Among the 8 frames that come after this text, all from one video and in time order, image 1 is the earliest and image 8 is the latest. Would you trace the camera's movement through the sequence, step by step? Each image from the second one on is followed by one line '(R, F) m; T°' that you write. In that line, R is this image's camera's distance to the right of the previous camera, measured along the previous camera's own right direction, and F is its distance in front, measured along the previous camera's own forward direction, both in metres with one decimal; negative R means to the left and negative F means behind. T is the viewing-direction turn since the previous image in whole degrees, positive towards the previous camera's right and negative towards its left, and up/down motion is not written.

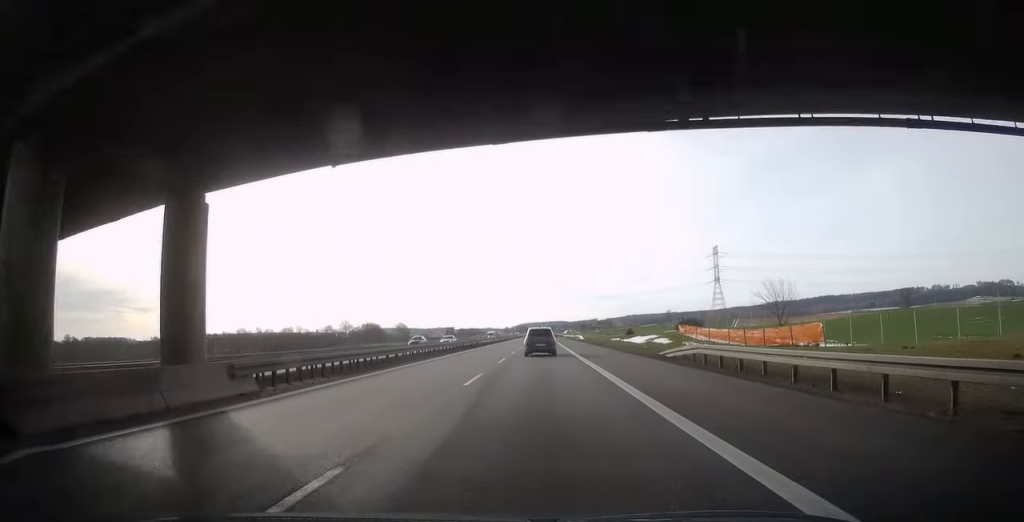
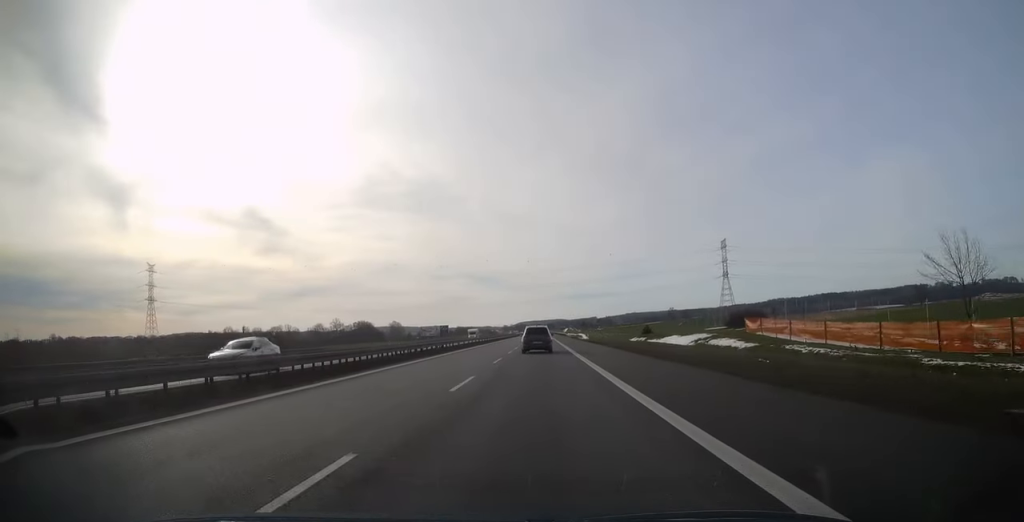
(+0.1, +25.8) m; 0°
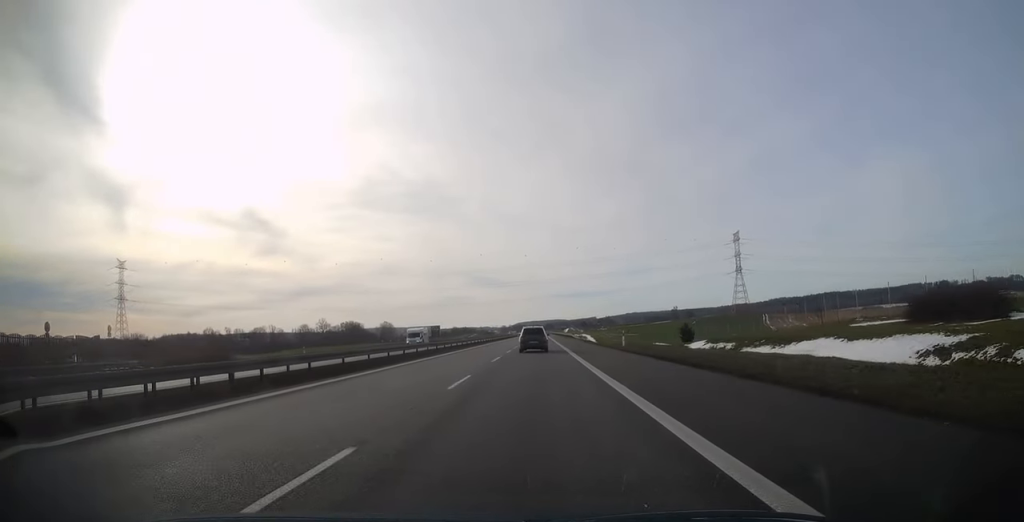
(+0.2, +35.1) m; 0°
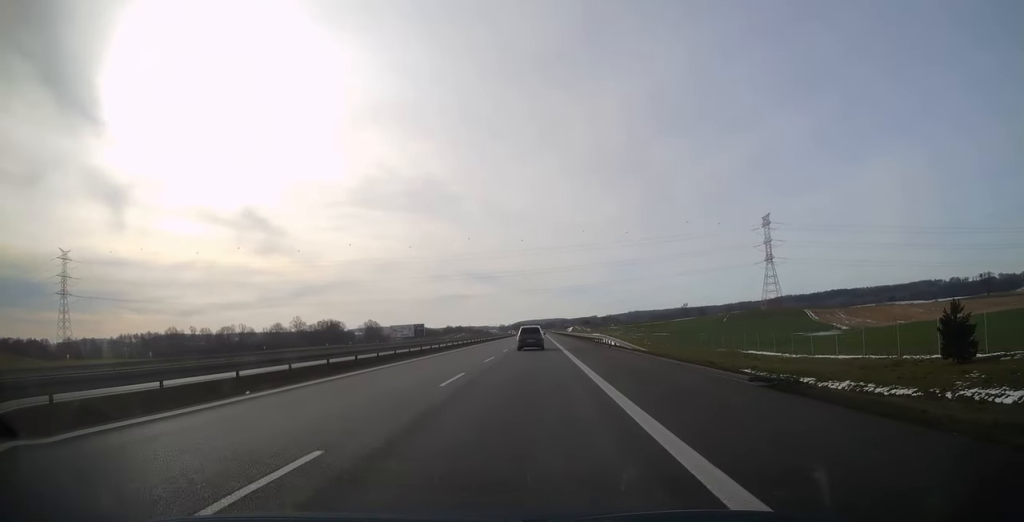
(-0.1, +60.6) m; 0°
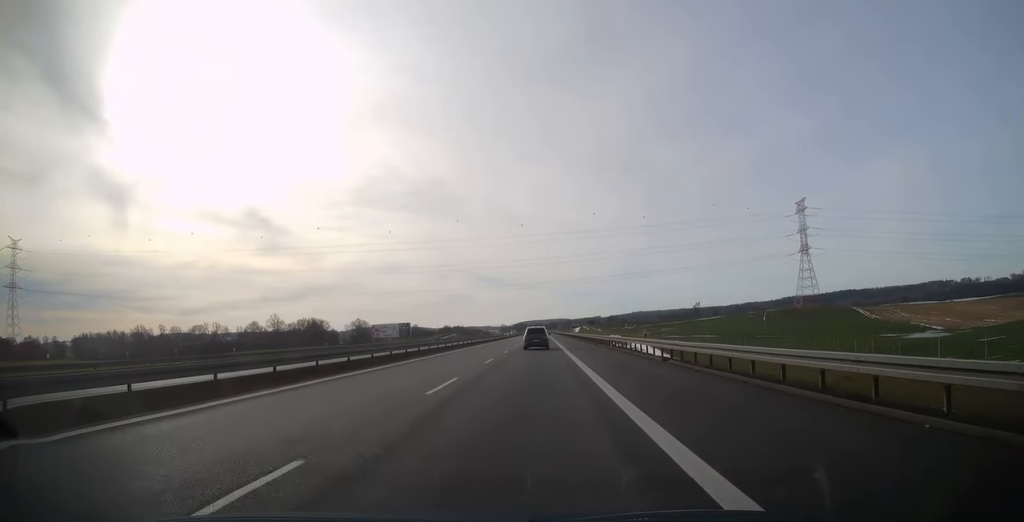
(-0.1, +49.3) m; 0°
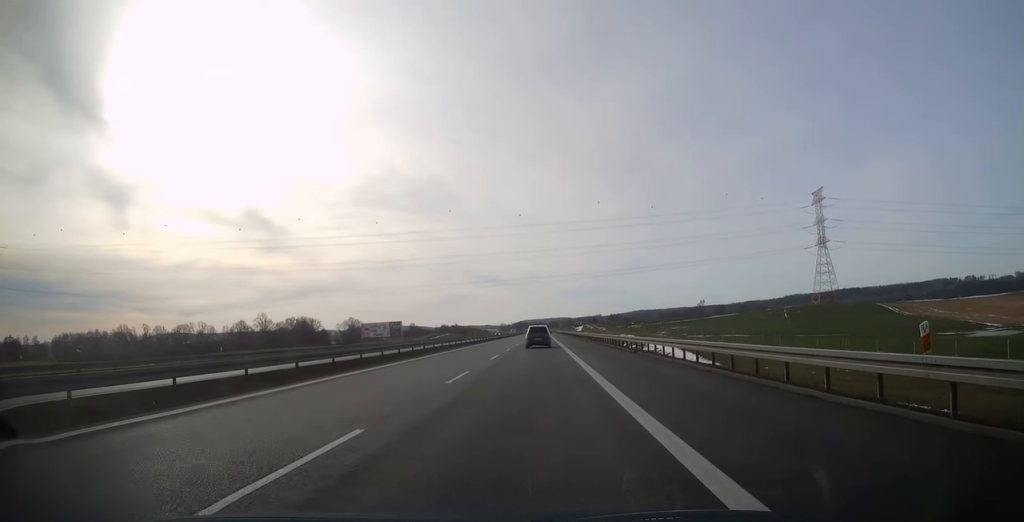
(0.0, +22.1) m; 0°
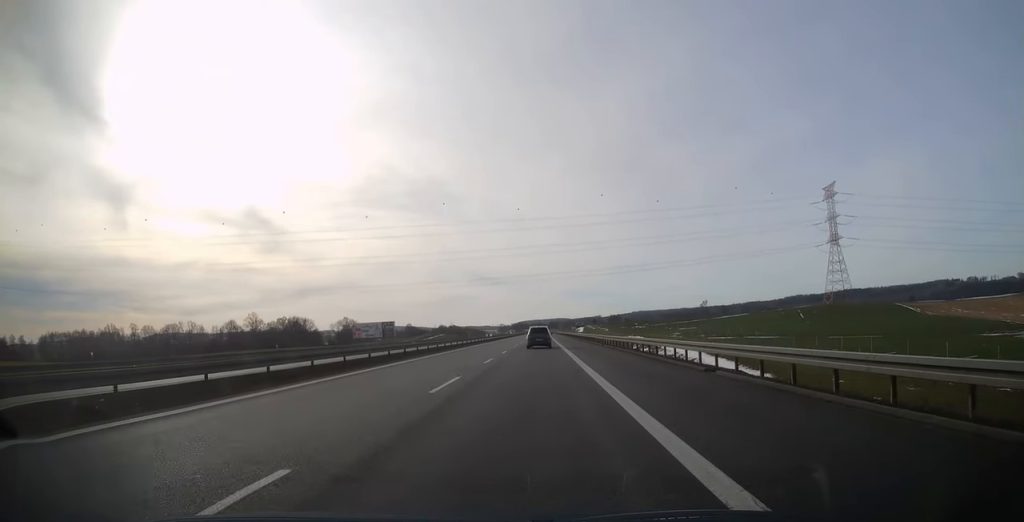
(0.0, +14.4) m; 0°
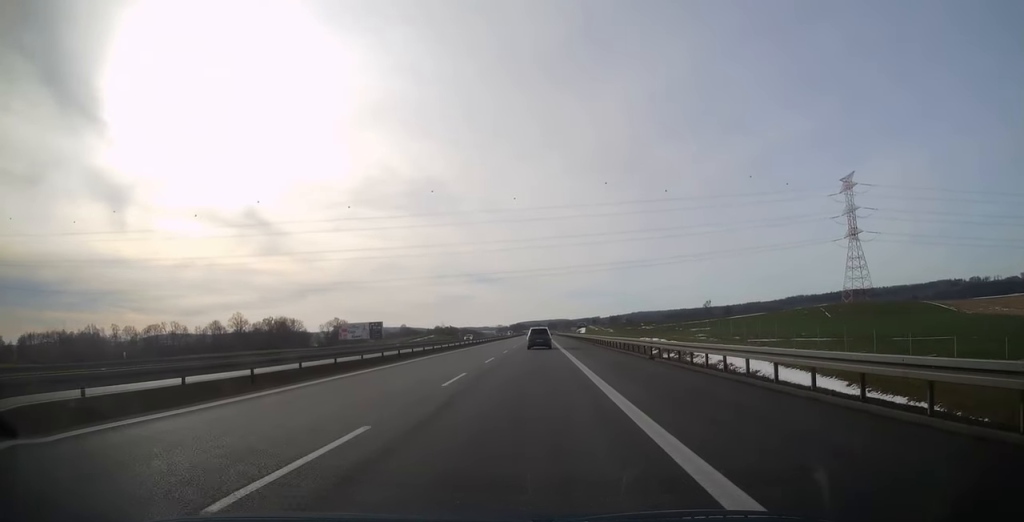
(0.0, +21.0) m; 0°
